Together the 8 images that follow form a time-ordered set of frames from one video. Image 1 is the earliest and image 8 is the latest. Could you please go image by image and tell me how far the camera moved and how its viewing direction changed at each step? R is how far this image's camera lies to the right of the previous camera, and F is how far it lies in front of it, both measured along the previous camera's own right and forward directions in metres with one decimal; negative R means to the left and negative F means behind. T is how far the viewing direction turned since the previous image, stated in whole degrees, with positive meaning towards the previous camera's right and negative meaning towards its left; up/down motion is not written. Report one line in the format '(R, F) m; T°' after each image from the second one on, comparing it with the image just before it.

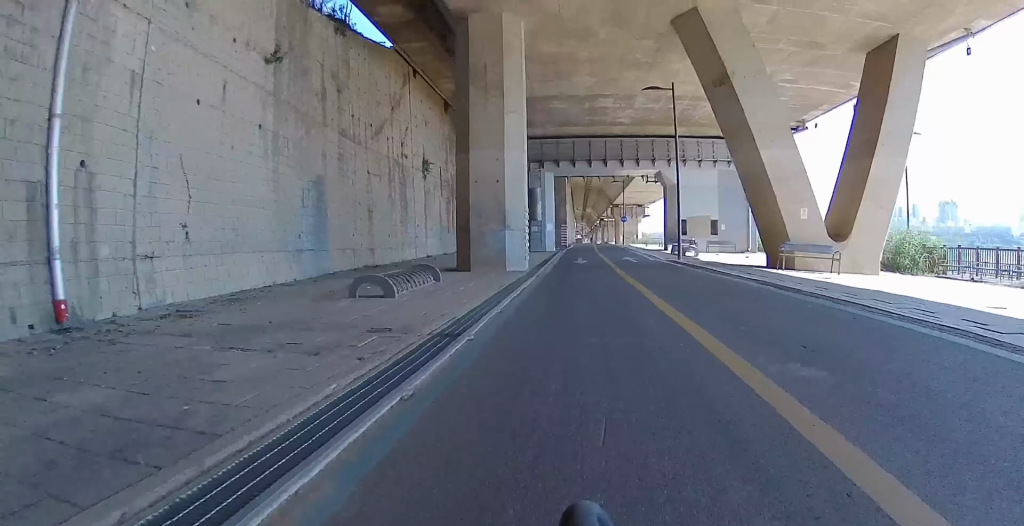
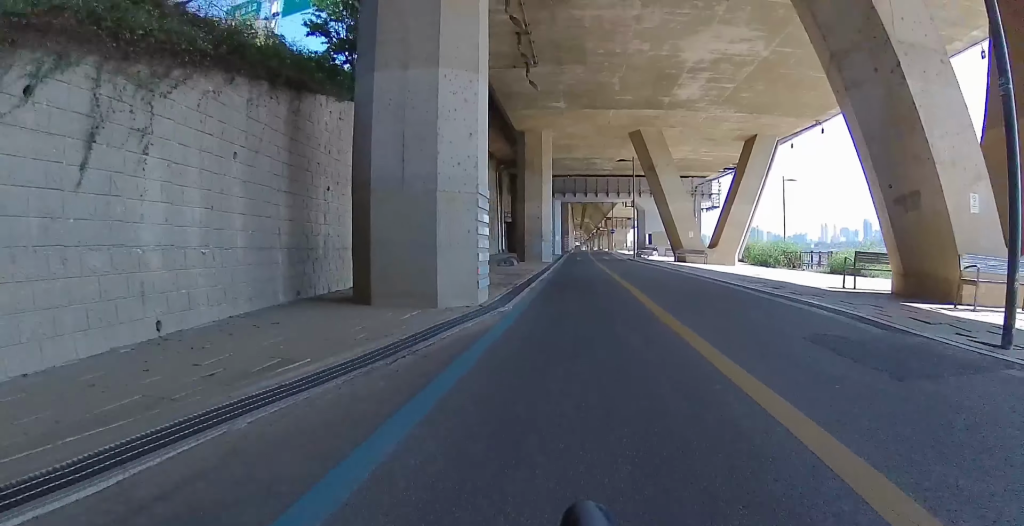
(-0.3, +16.7) m; 0°
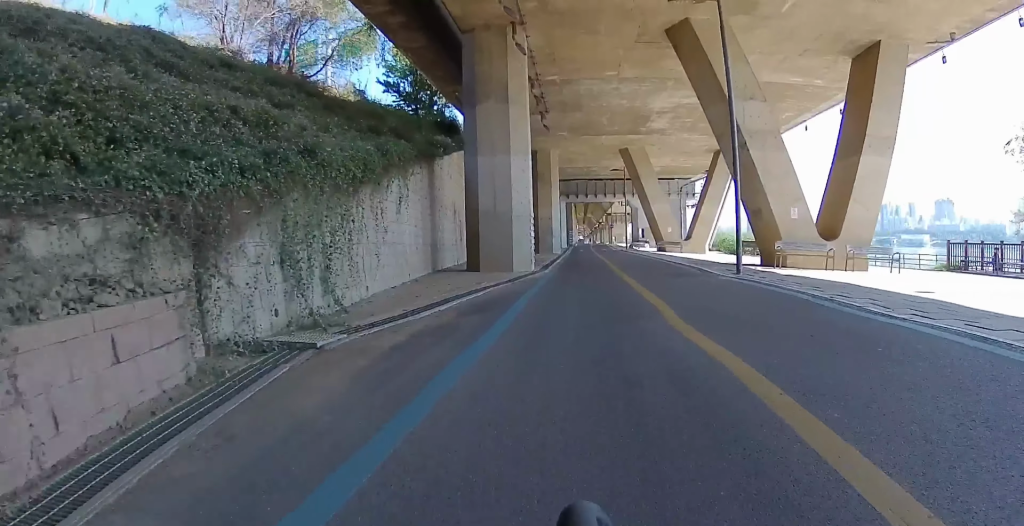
(+0.1, +8.4) m; +2°
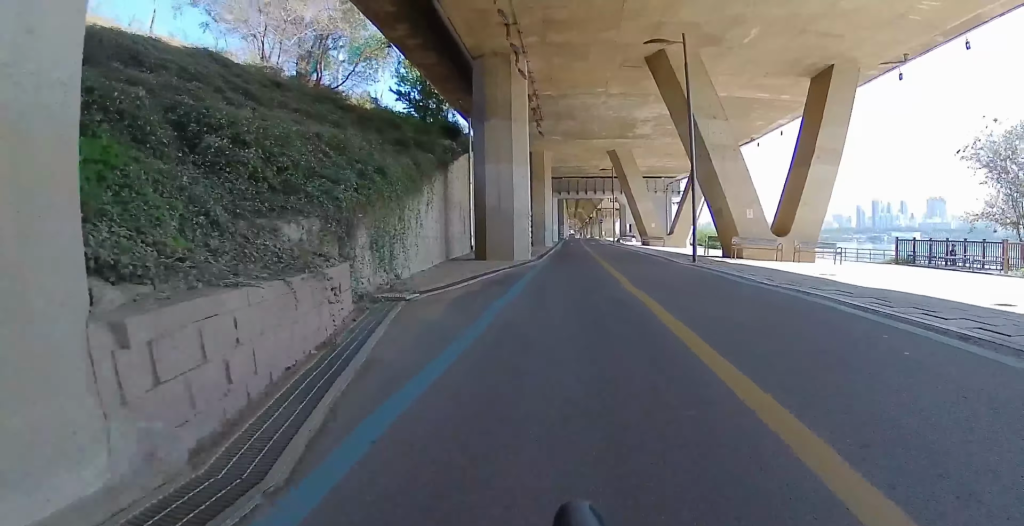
(0.0, +3.0) m; 0°
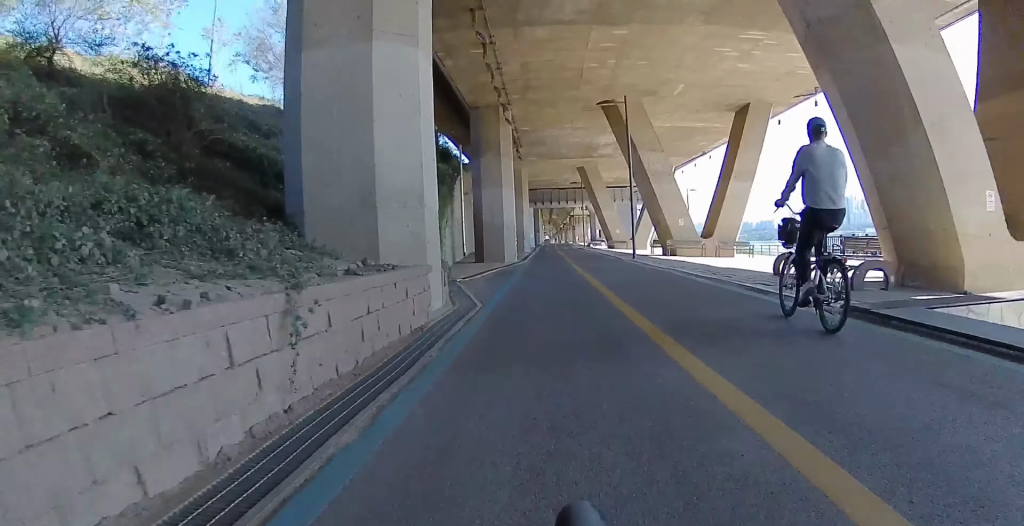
(+0.1, +5.7) m; -1°
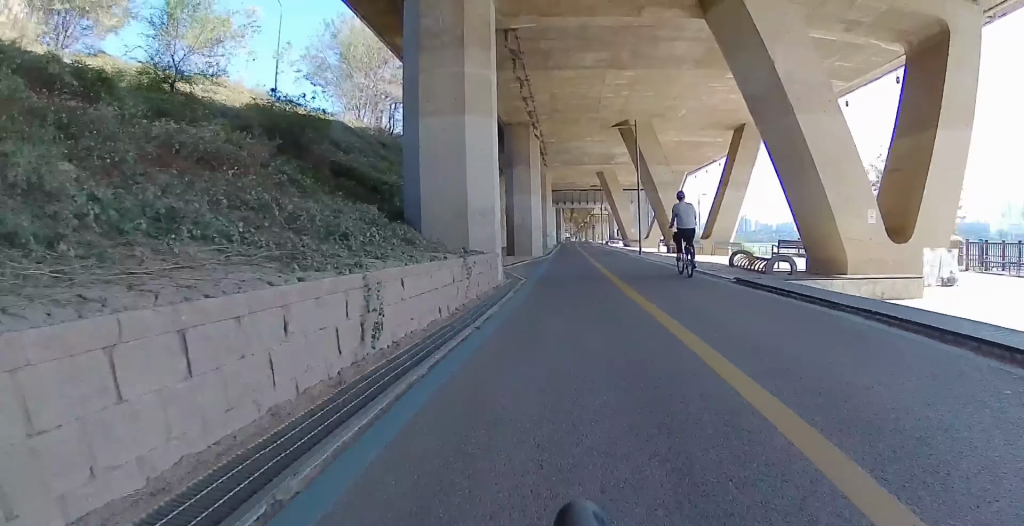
(-0.1, +4.5) m; 0°
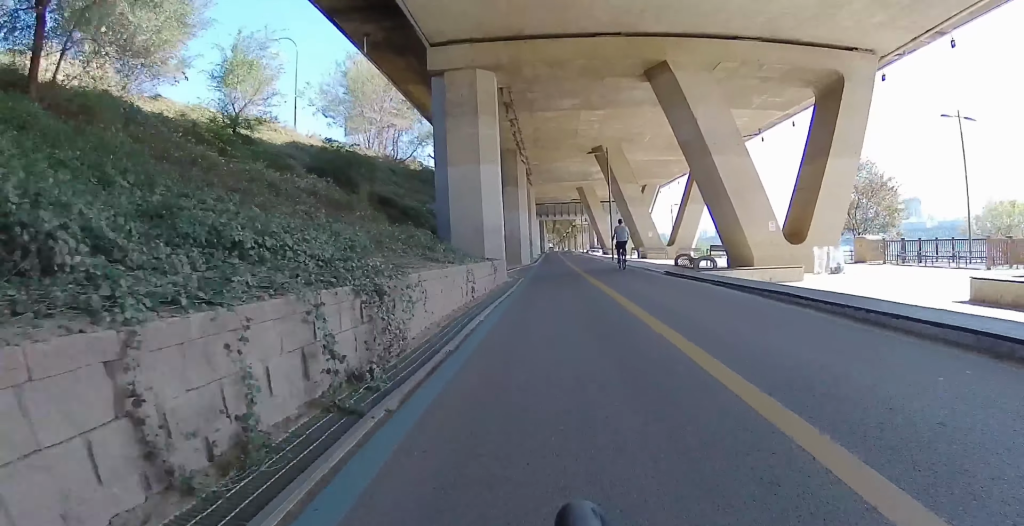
(0.0, +5.1) m; +1°
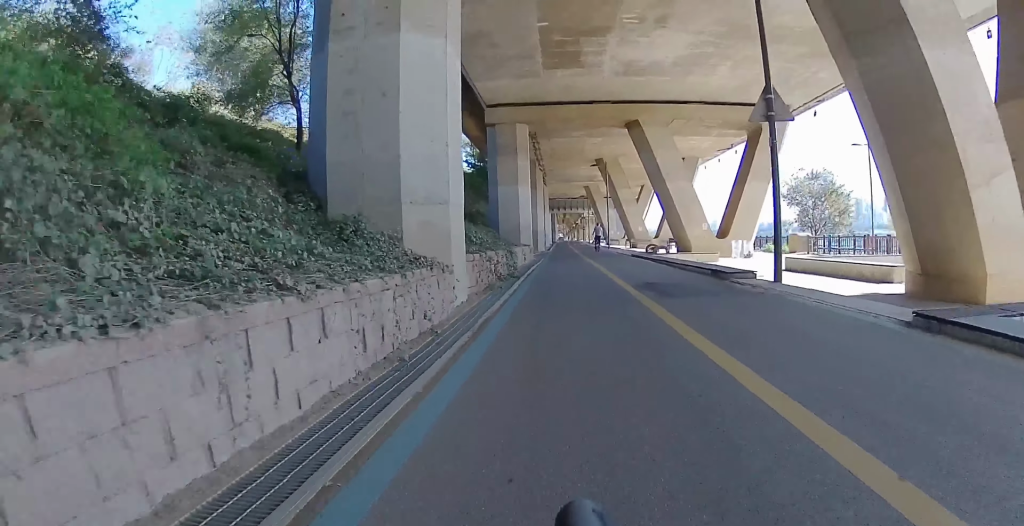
(+0.4, +10.0) m; +2°
